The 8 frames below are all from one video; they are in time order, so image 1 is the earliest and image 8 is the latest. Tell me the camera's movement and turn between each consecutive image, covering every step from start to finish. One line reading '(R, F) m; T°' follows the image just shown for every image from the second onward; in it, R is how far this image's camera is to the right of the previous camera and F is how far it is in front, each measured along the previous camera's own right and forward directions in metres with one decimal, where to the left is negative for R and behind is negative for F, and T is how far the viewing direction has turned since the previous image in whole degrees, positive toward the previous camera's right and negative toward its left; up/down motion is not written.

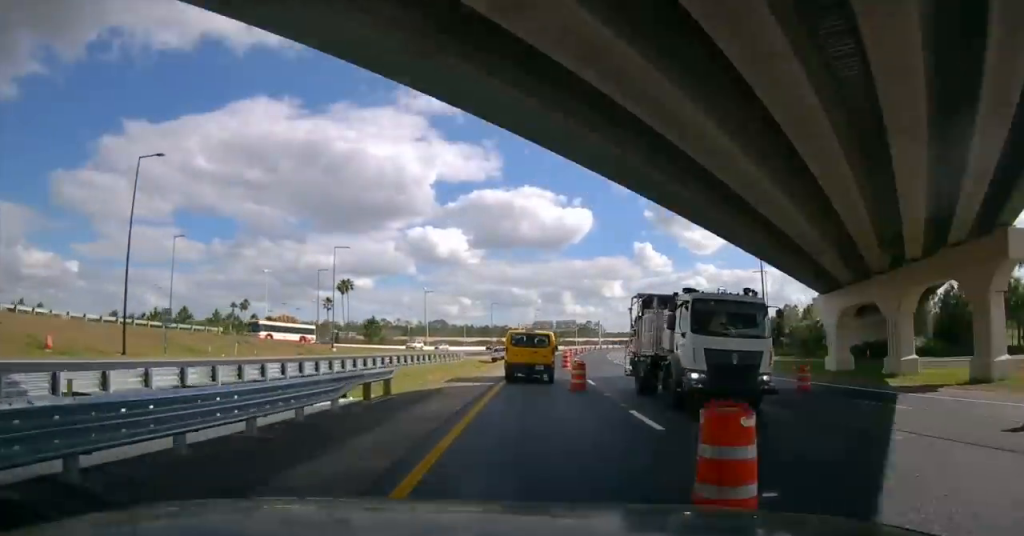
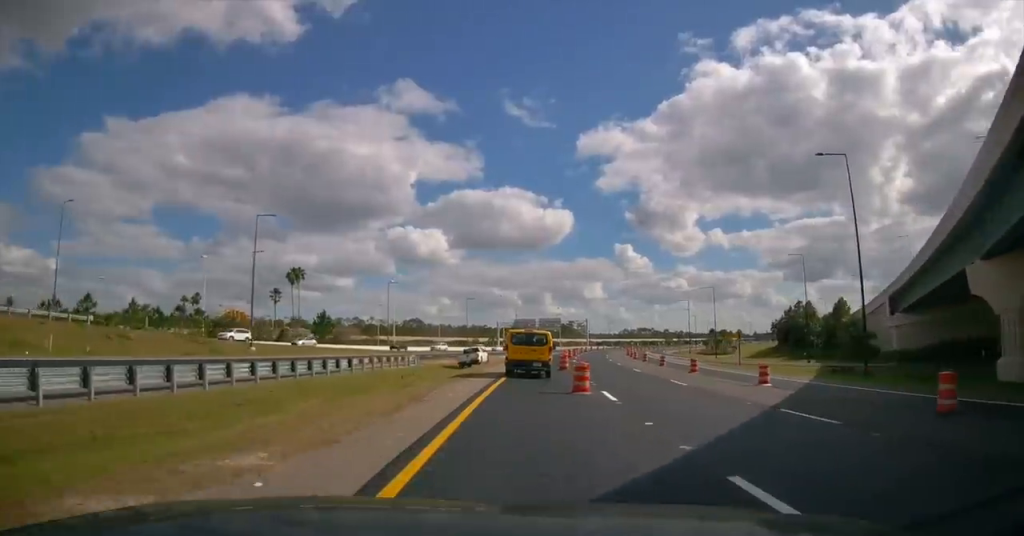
(+0.4, +19.8) m; +3°
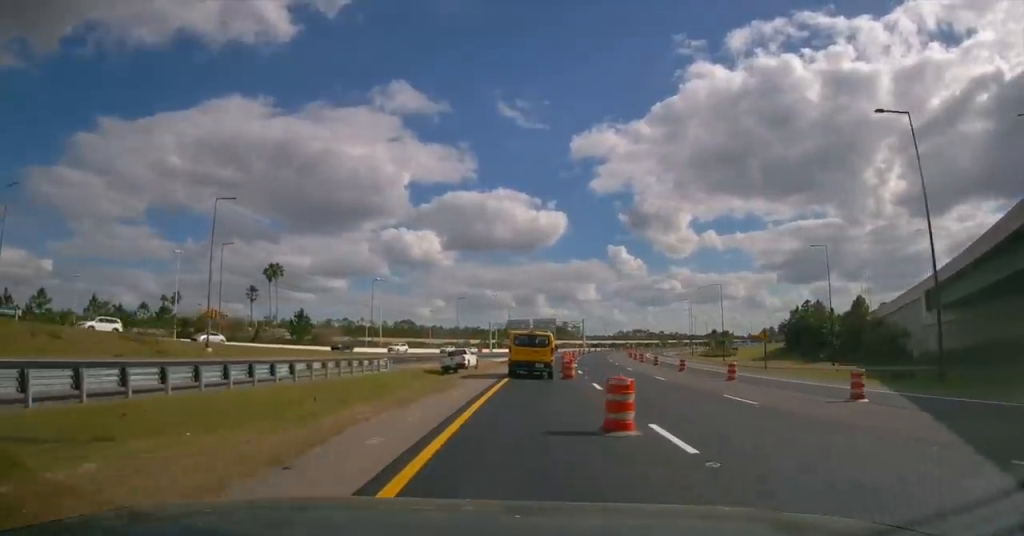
(+0.1, +7.9) m; +1°
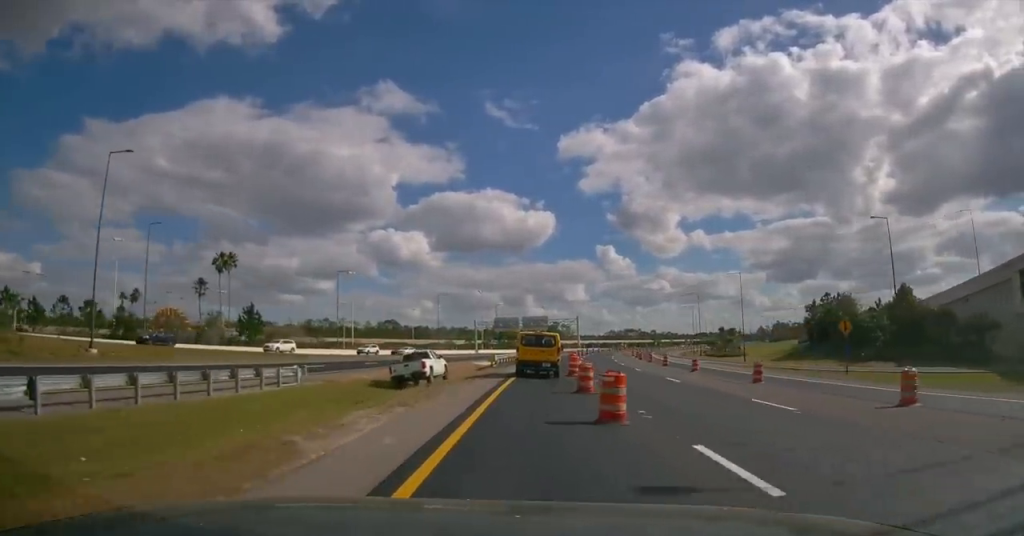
(+0.3, +15.1) m; +2°
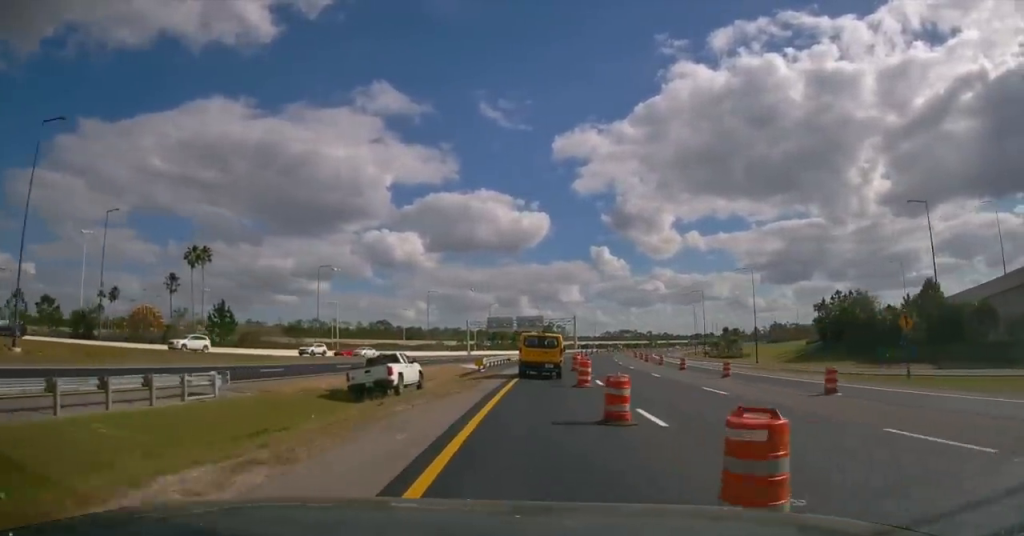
(+0.1, +7.1) m; +1°
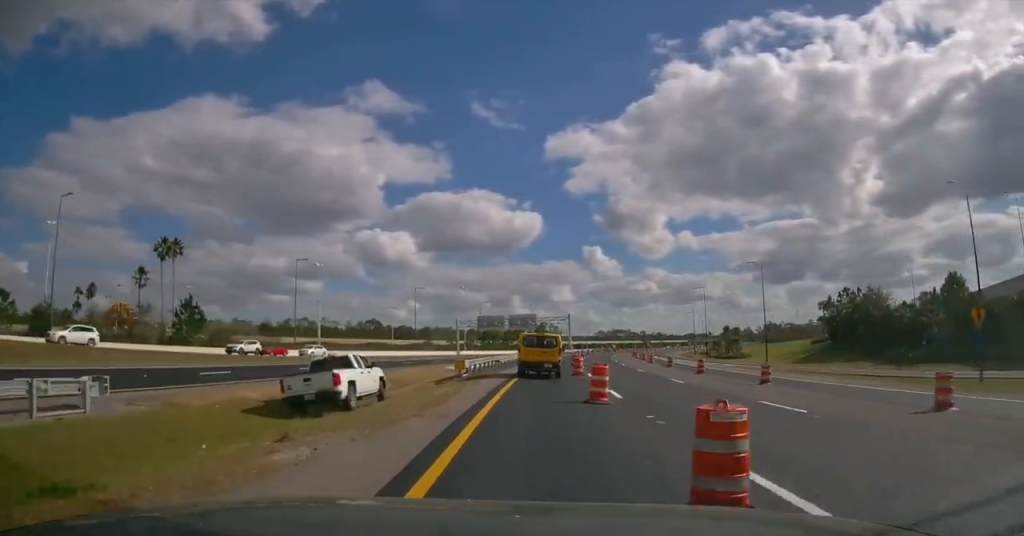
(0.0, +6.3) m; 0°
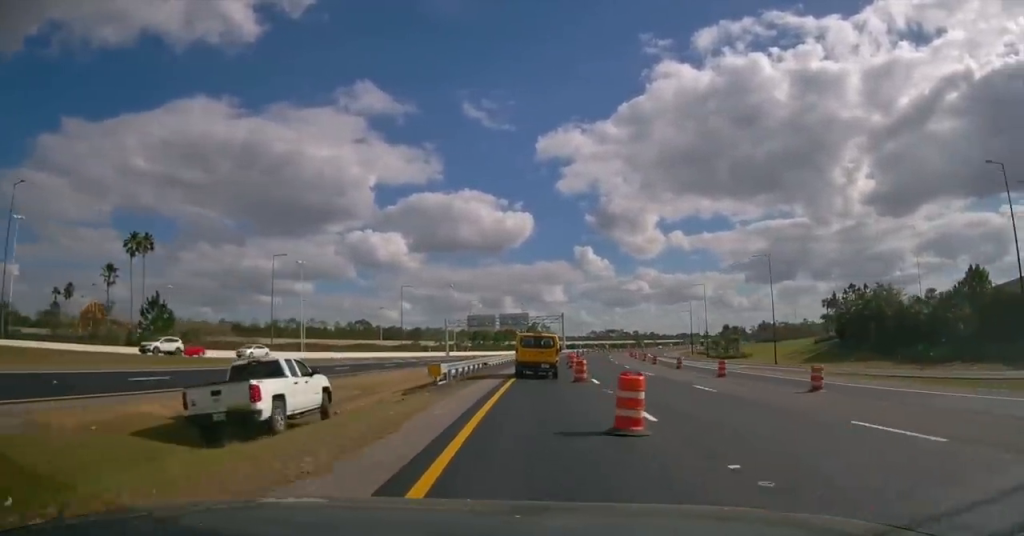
(0.0, +5.4) m; 0°
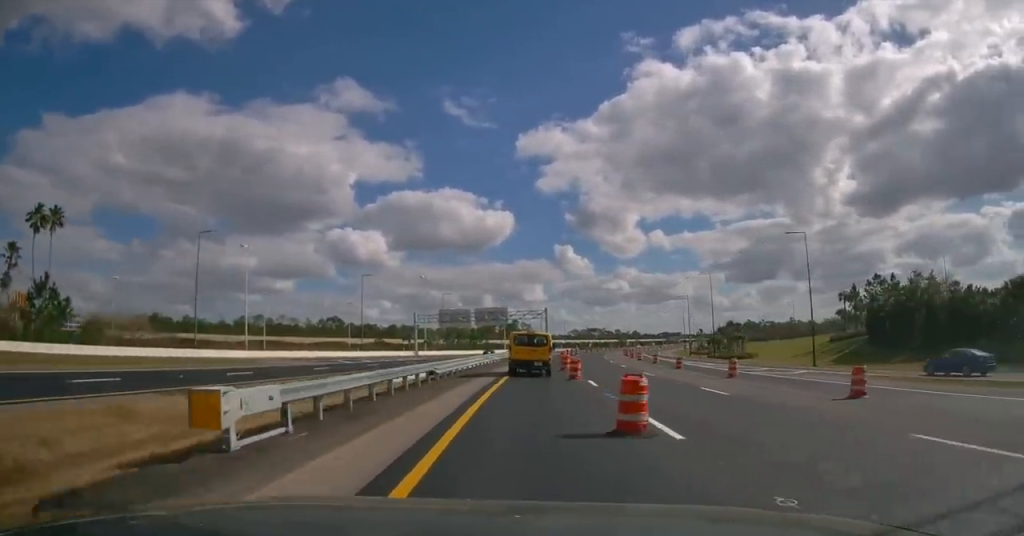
(-0.2, +15.2) m; +1°
